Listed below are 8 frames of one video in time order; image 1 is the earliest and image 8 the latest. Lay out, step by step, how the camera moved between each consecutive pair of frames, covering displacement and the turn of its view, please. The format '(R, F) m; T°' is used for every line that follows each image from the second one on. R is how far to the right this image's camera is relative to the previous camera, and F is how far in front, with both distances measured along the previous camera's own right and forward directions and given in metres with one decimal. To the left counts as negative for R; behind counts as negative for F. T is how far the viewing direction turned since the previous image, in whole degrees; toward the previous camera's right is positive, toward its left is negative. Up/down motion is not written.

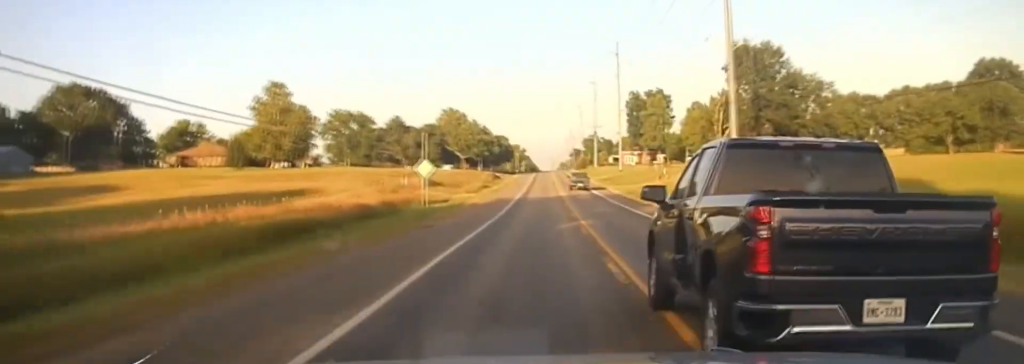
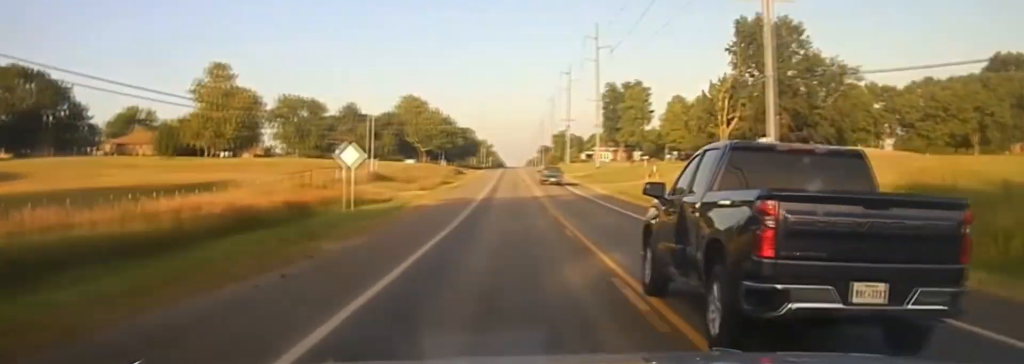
(+0.1, +17.9) m; +1°
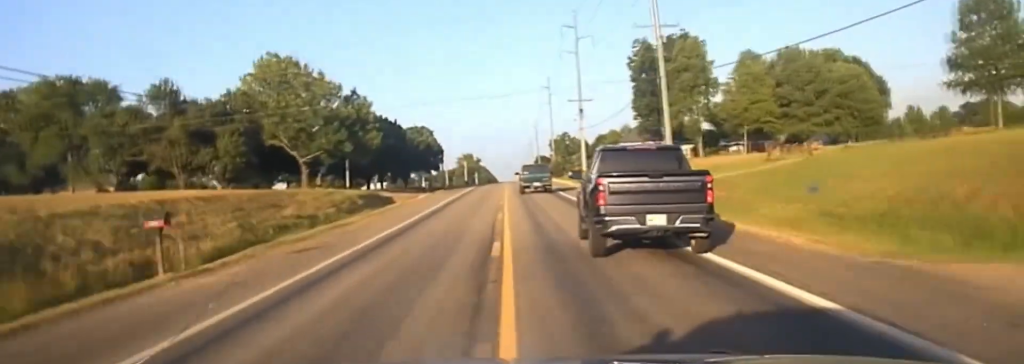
(+2.4, +76.2) m; +1°
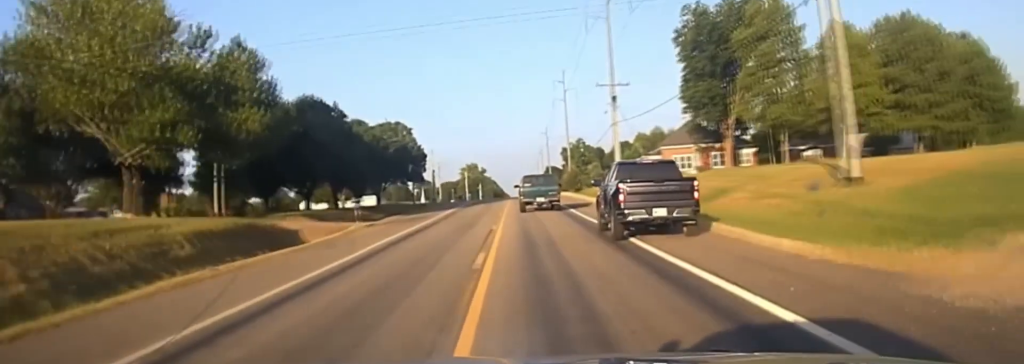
(-0.3, +38.0) m; 0°
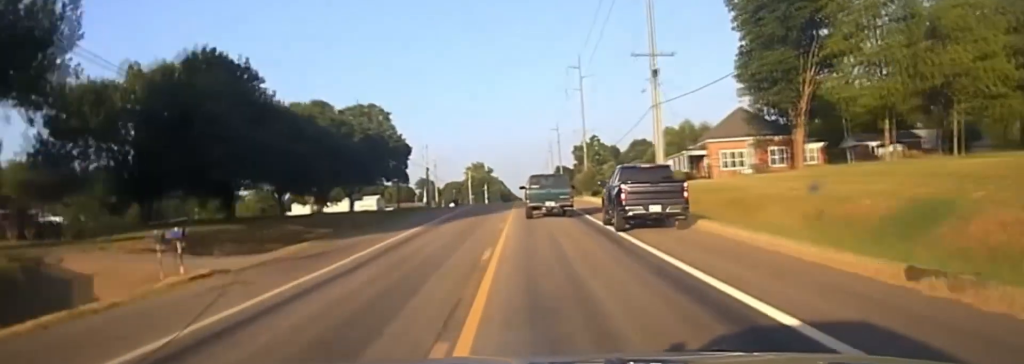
(+0.5, +23.8) m; -1°
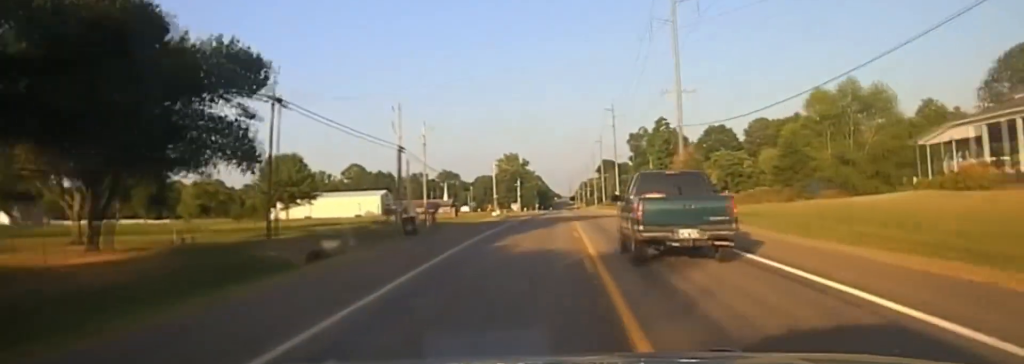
(-2.4, +61.8) m; -3°
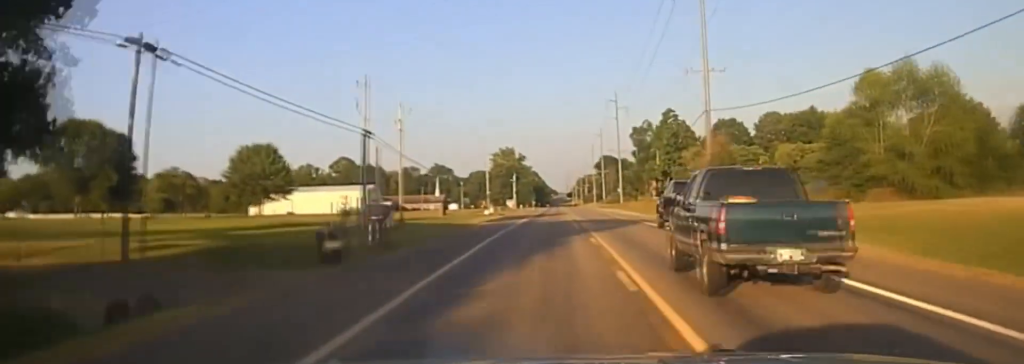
(-0.2, +14.5) m; 0°
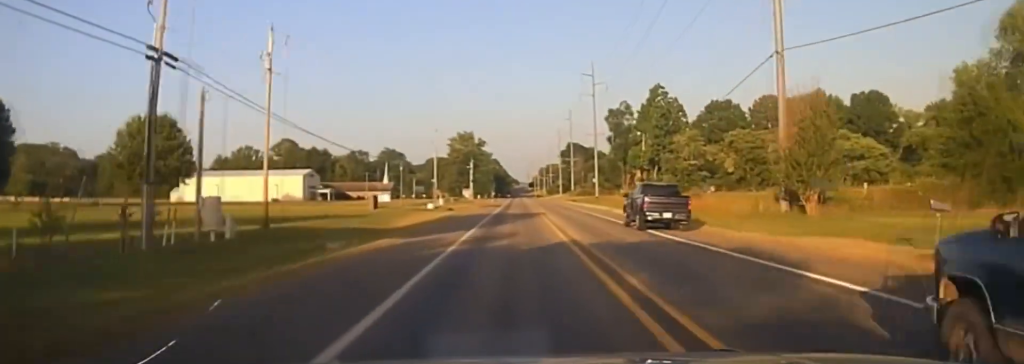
(+0.4, +28.5) m; +2°
